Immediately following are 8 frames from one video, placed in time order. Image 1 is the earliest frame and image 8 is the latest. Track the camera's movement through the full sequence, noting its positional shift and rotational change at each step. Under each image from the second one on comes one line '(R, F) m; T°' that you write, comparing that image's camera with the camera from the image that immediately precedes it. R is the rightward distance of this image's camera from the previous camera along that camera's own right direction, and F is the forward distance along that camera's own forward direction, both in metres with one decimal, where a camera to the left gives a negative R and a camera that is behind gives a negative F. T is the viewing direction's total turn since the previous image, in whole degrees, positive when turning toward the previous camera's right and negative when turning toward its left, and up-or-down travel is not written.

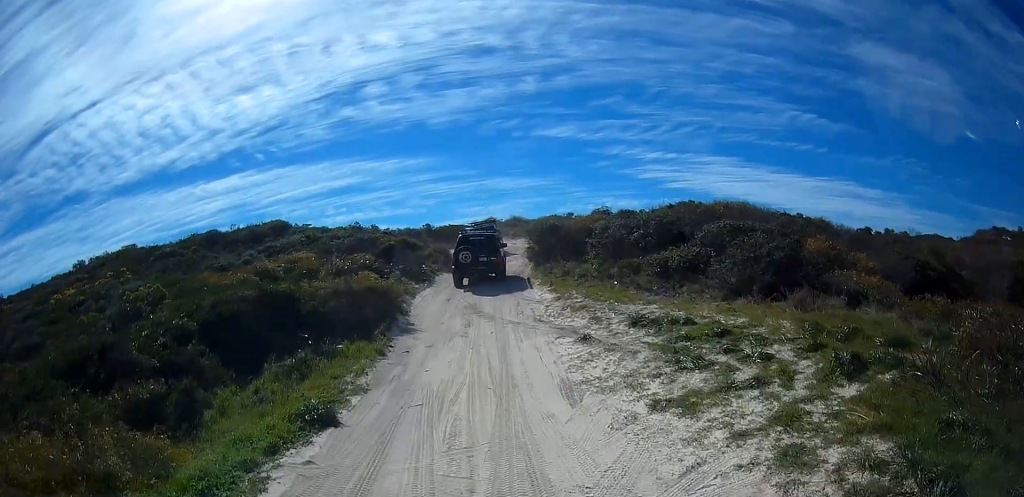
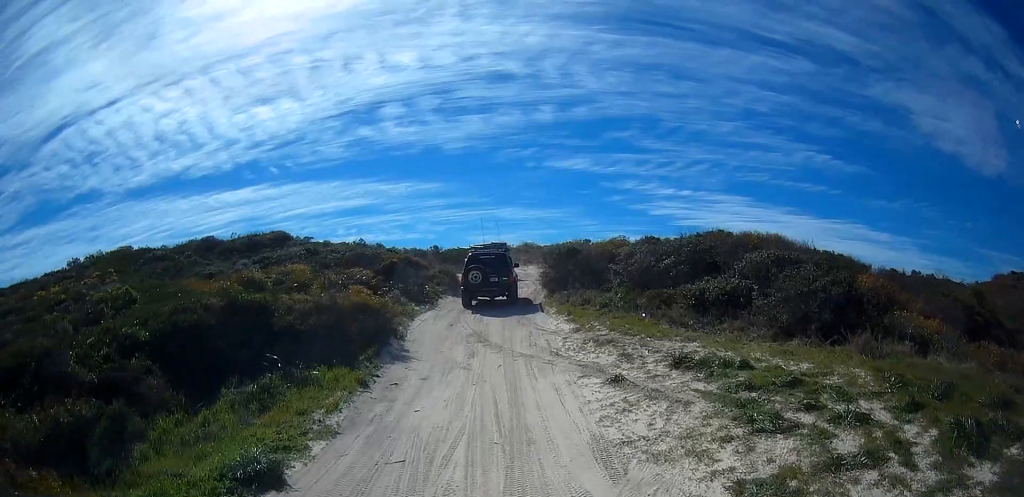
(+0.2, +2.3) m; +2°
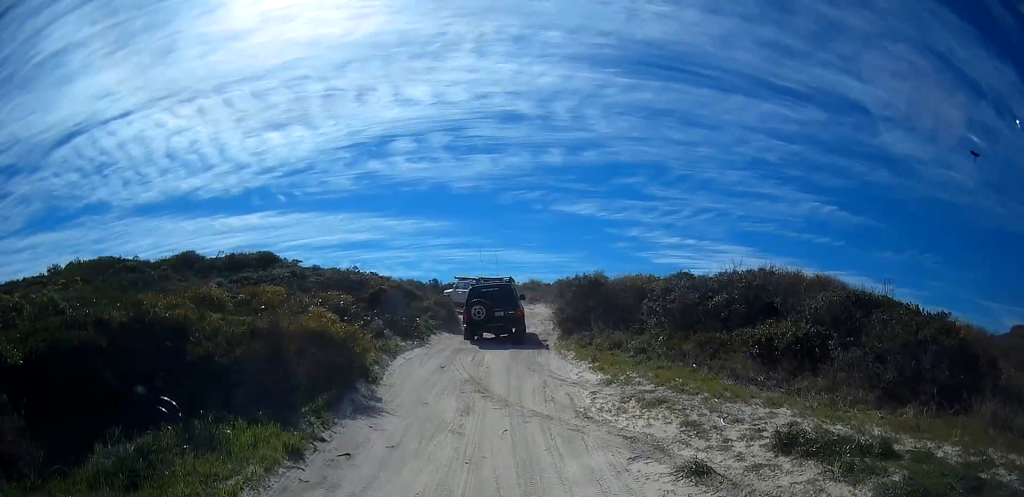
(+0.3, +3.6) m; +5°
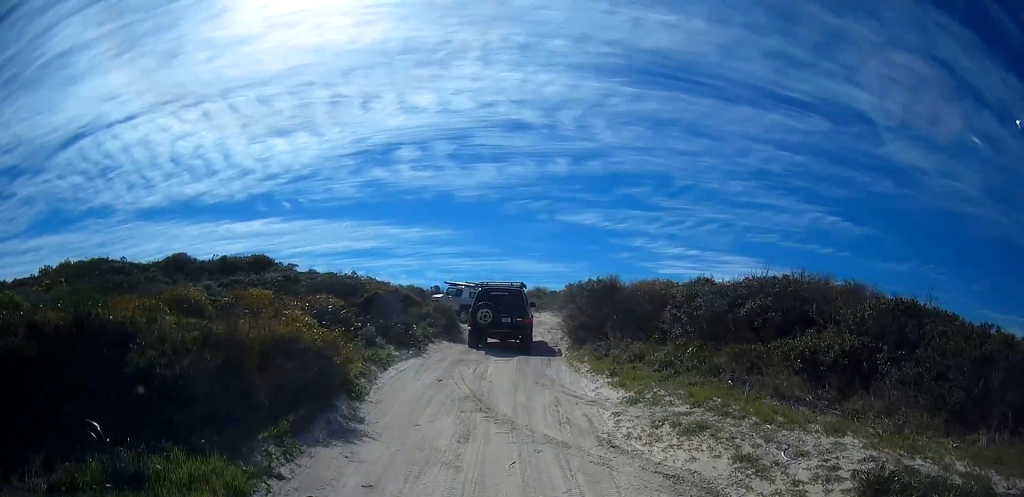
(-0.2, +1.7) m; +2°
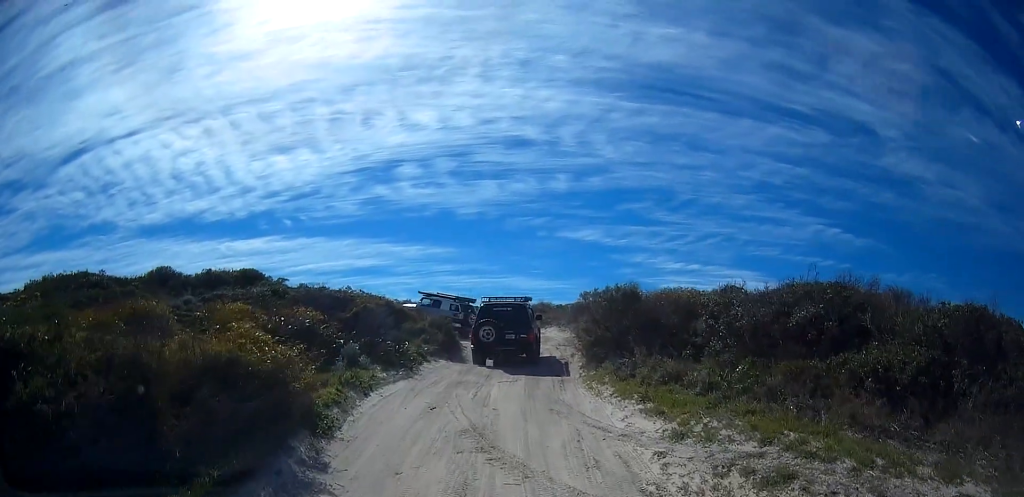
(+0.4, +2.2) m; -2°
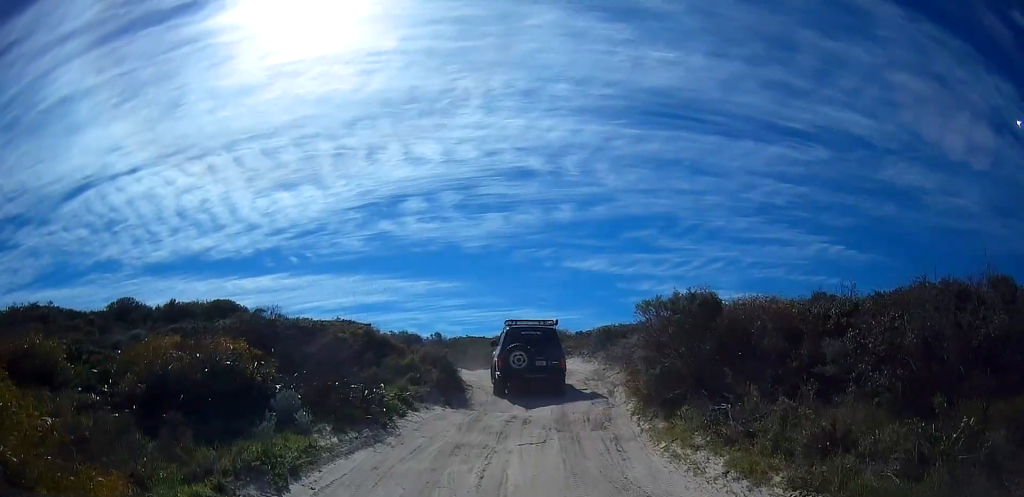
(-0.5, +4.7) m; -7°
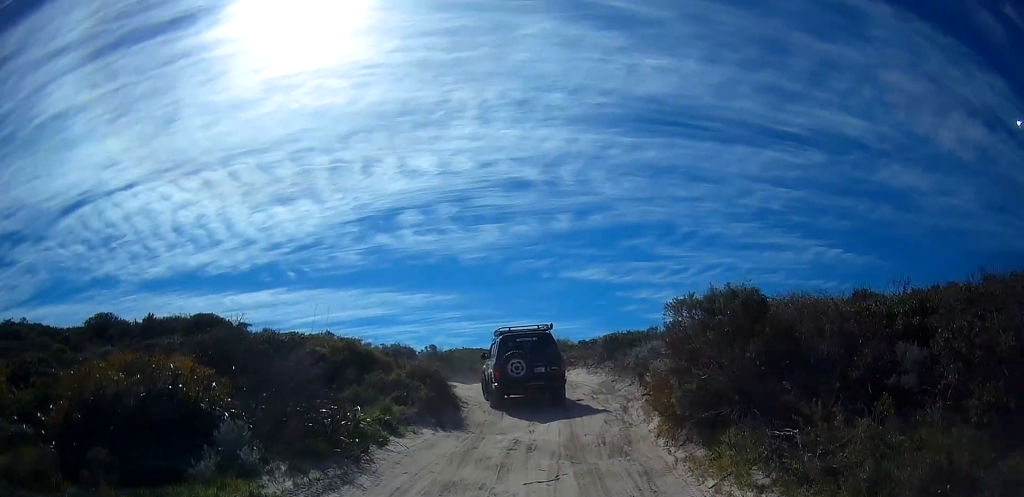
(+0.3, +1.6) m; -1°
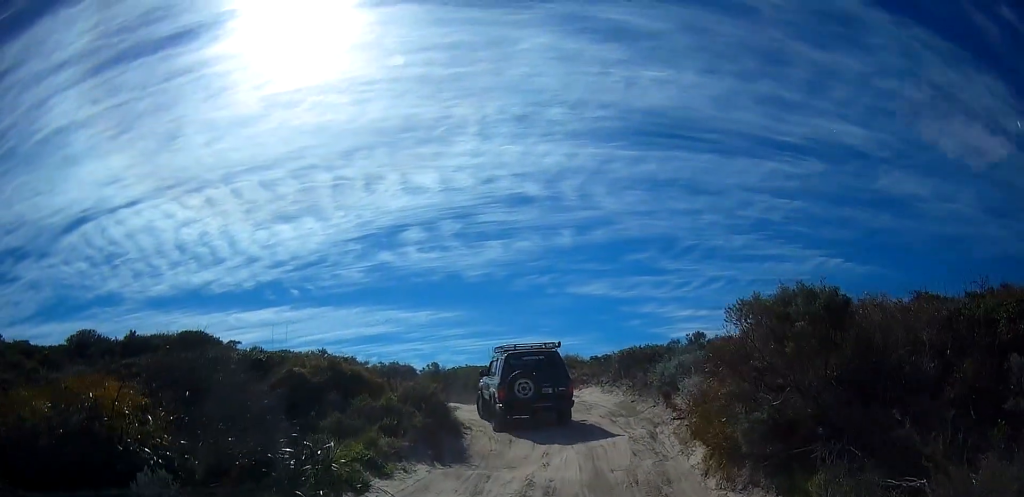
(-0.4, +1.7) m; -3°
